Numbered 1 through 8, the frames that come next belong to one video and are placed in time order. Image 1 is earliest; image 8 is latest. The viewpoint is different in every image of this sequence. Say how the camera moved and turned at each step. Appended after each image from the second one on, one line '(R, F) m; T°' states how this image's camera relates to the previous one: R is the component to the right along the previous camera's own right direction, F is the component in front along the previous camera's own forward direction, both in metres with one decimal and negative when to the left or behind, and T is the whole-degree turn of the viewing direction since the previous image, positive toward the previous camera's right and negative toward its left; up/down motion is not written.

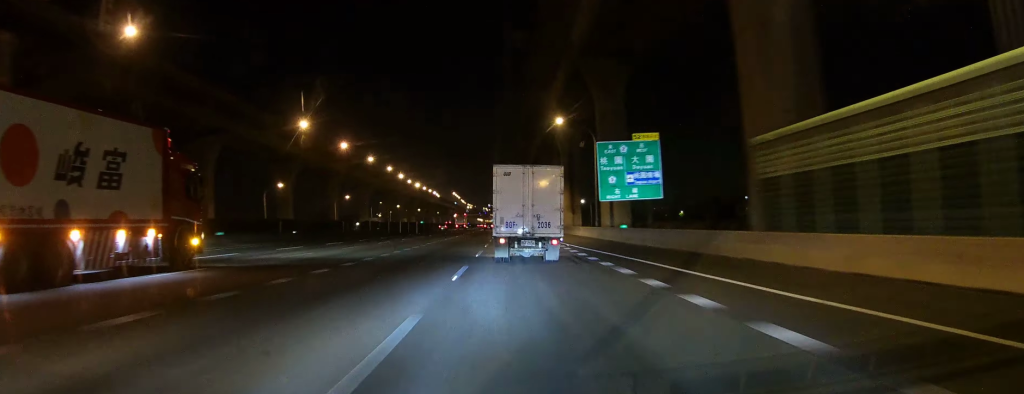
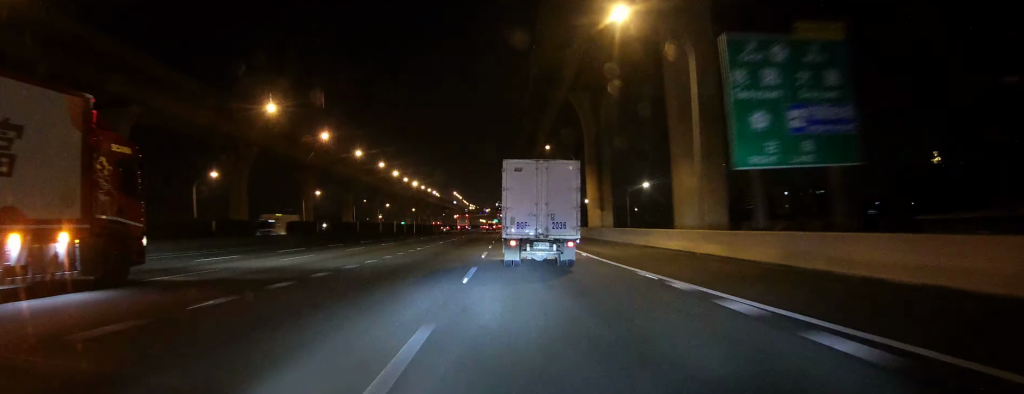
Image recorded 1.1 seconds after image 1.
(+0.1, +30.8) m; -1°
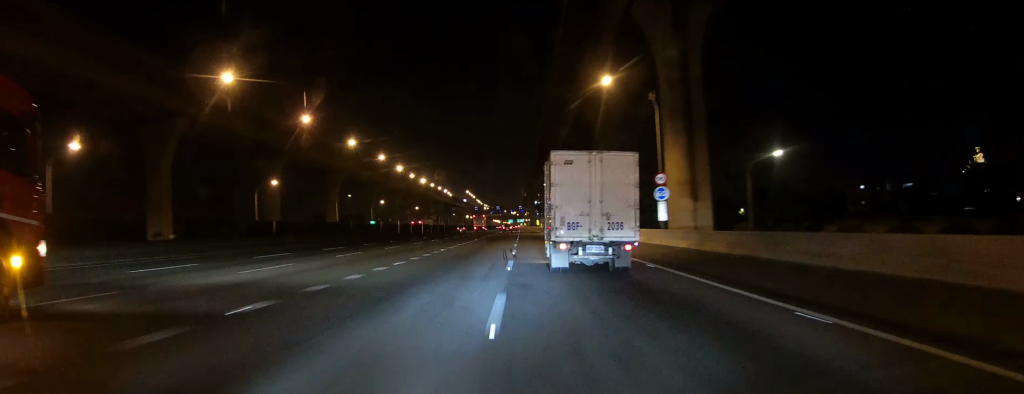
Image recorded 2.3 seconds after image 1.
(-0.6, +36.5) m; -1°
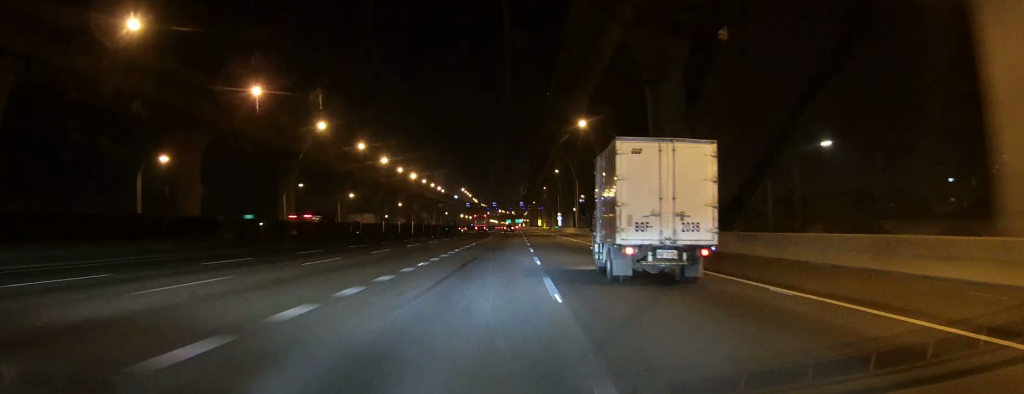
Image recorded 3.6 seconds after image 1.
(+0.2, +36.6) m; +1°
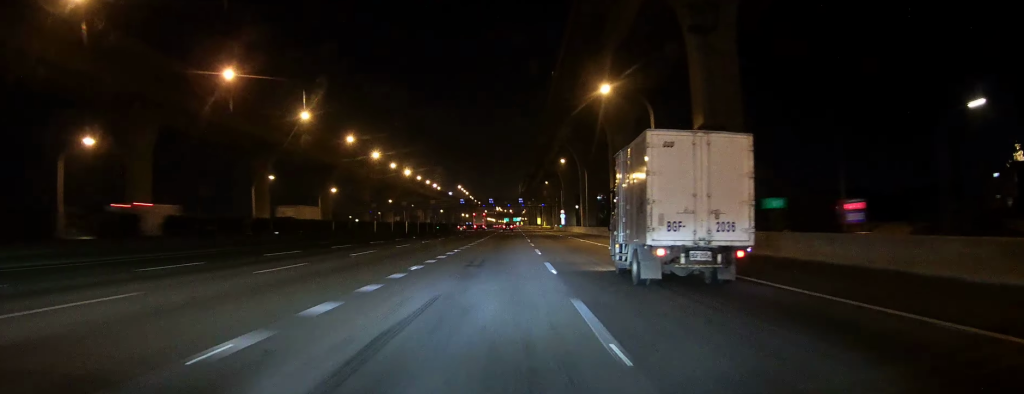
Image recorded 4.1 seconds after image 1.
(+0.2, +14.5) m; 0°
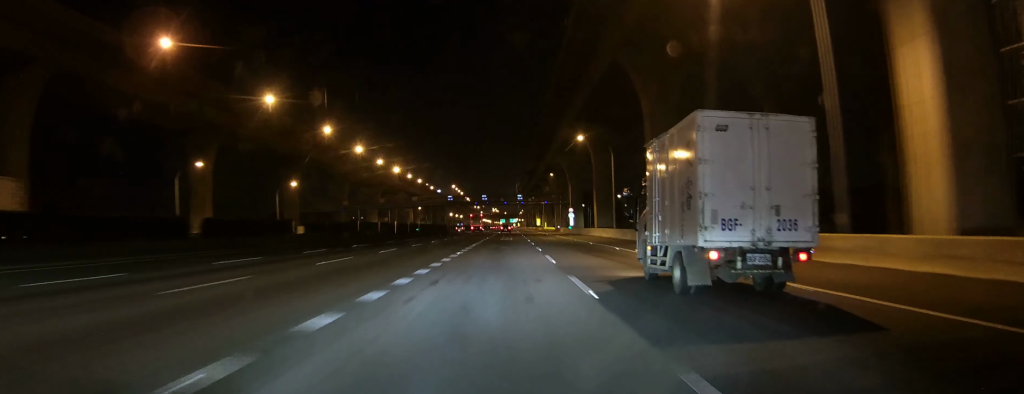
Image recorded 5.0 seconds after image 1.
(-0.3, +25.3) m; 0°
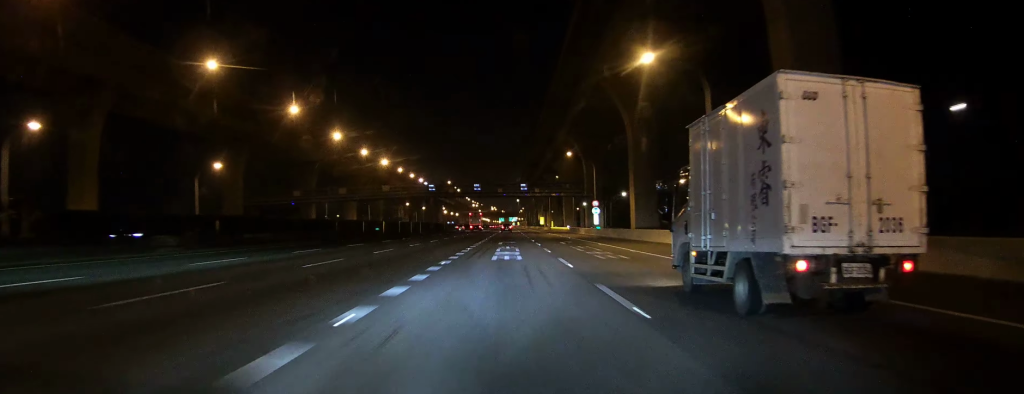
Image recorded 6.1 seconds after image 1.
(+0.3, +32.4) m; +1°
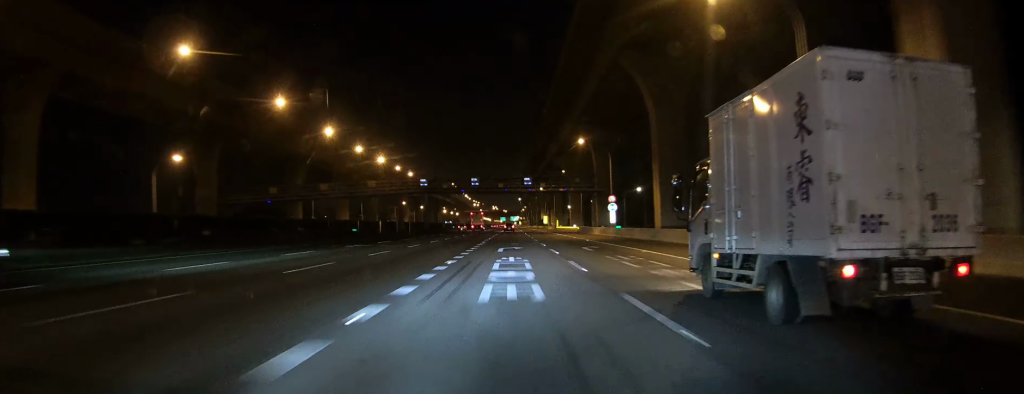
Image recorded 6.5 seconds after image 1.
(+0.1, +11.9) m; 0°
